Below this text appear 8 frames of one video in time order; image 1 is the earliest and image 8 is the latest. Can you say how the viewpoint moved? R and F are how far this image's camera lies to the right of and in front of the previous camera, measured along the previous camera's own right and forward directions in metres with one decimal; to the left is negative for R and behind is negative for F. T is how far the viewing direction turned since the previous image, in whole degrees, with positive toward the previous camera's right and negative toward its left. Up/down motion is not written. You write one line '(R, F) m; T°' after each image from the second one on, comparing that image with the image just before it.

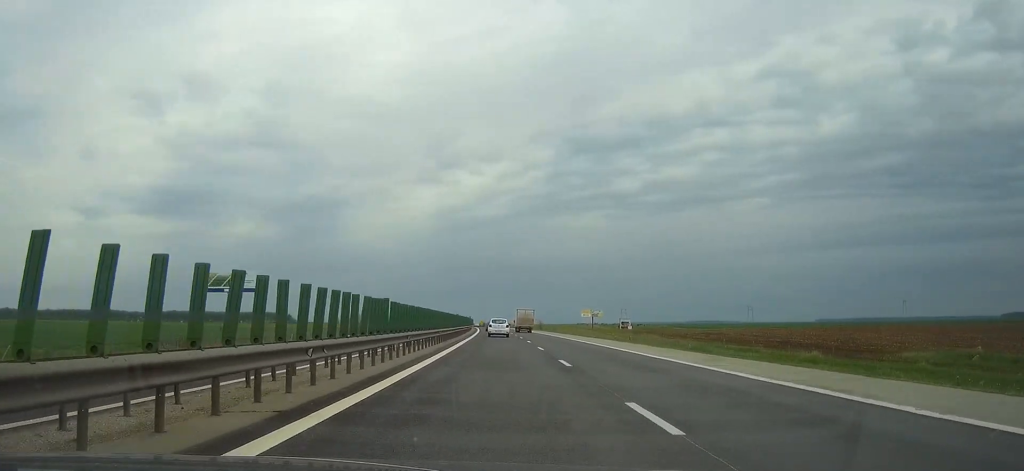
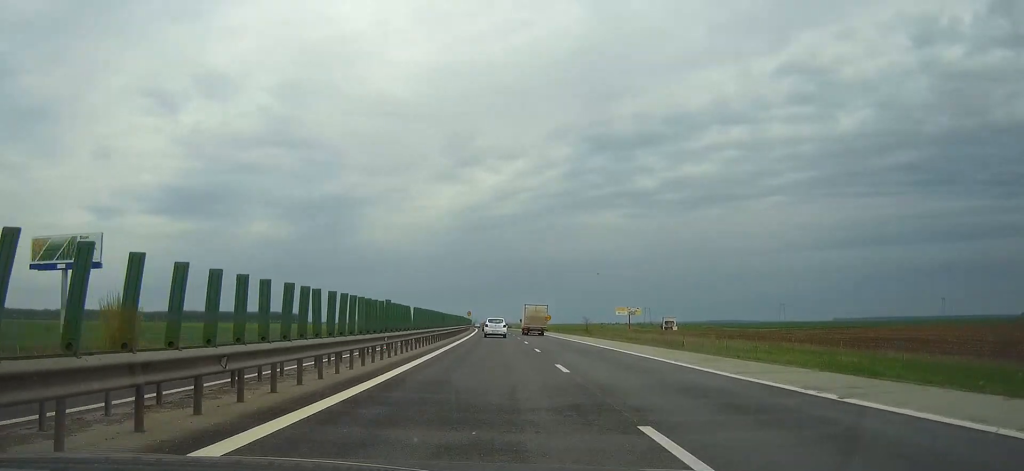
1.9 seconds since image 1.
(-0.9, +74.0) m; -1°
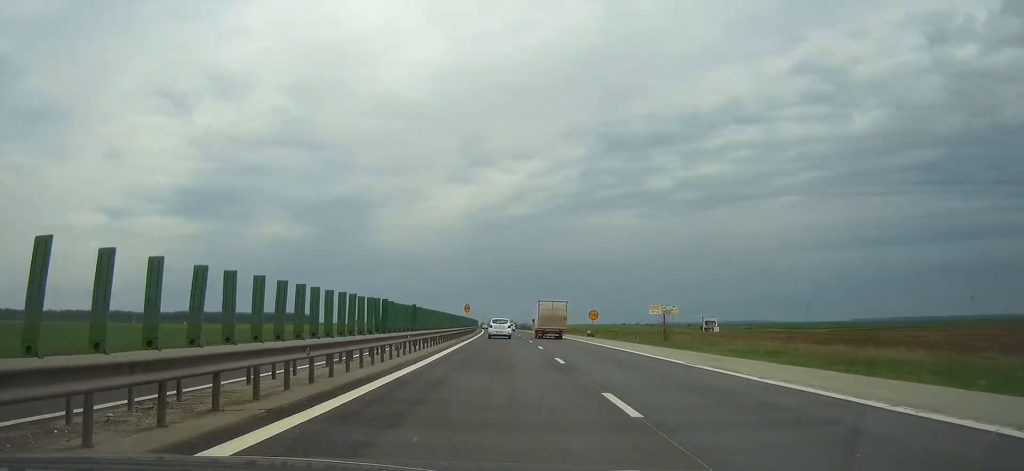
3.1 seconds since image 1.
(-0.5, +44.7) m; -1°
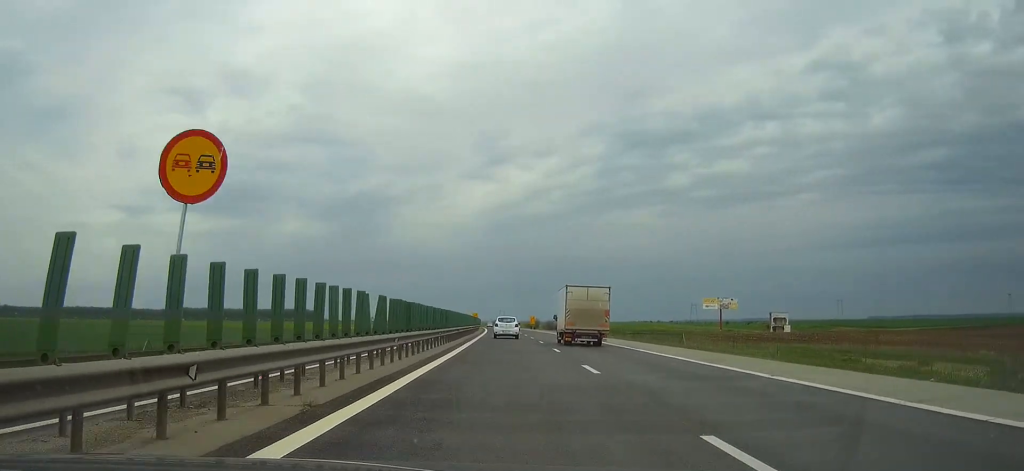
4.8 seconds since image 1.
(-1.1, +65.1) m; -2°
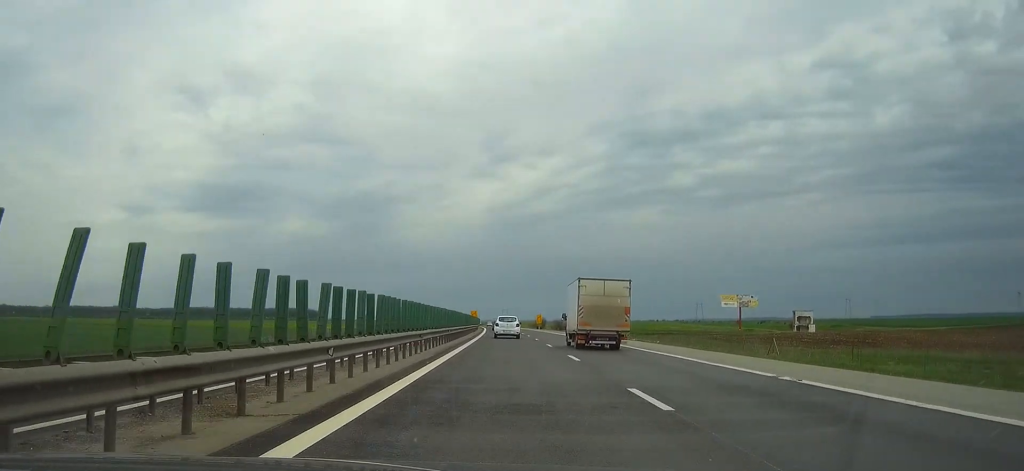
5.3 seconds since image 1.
(0.0, +19.1) m; 0°
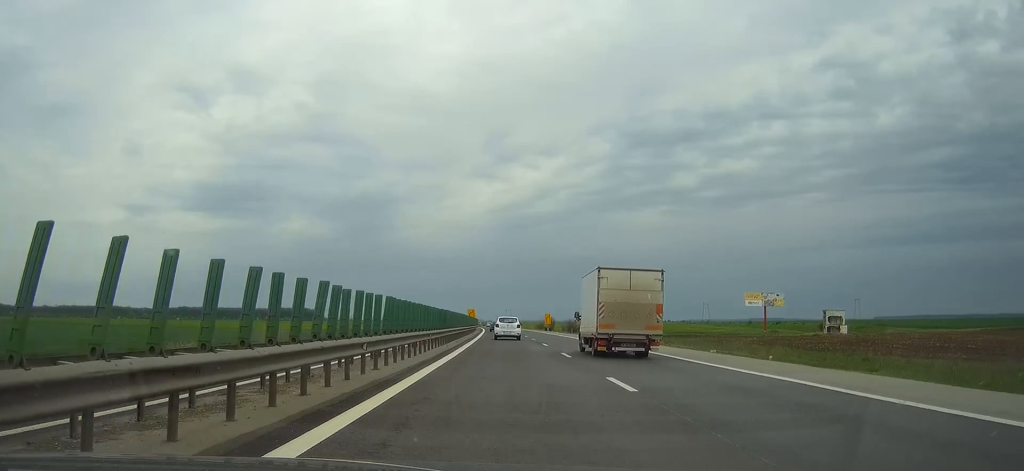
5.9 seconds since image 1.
(+0.1, +21.6) m; 0°
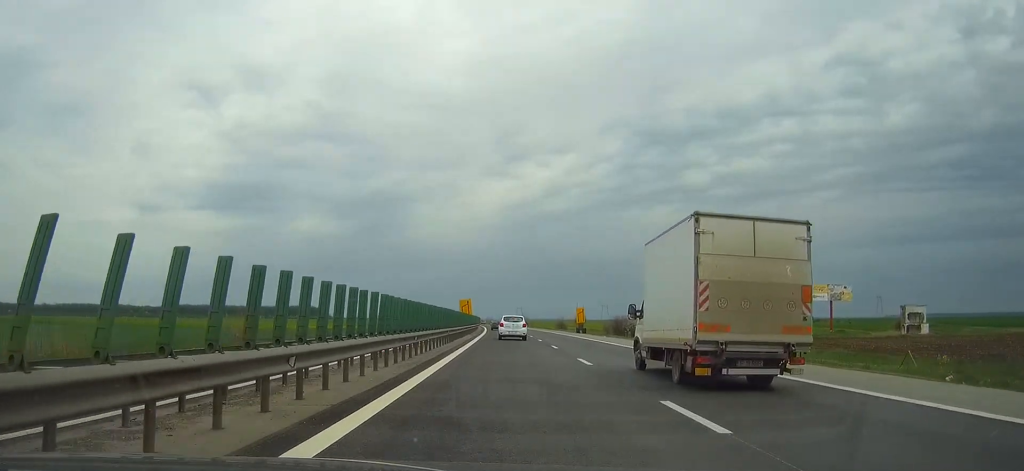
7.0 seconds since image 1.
(-0.4, +41.6) m; -1°
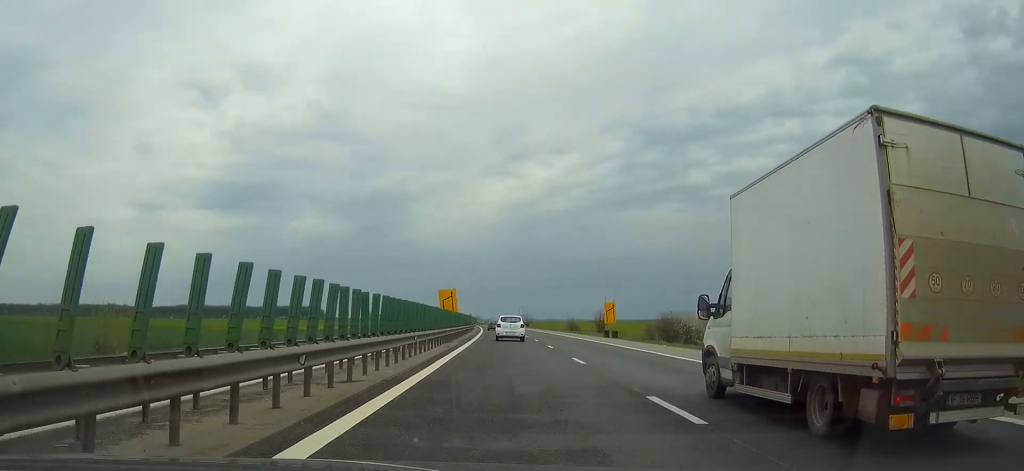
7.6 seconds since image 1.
(-0.1, +23.6) m; 0°
